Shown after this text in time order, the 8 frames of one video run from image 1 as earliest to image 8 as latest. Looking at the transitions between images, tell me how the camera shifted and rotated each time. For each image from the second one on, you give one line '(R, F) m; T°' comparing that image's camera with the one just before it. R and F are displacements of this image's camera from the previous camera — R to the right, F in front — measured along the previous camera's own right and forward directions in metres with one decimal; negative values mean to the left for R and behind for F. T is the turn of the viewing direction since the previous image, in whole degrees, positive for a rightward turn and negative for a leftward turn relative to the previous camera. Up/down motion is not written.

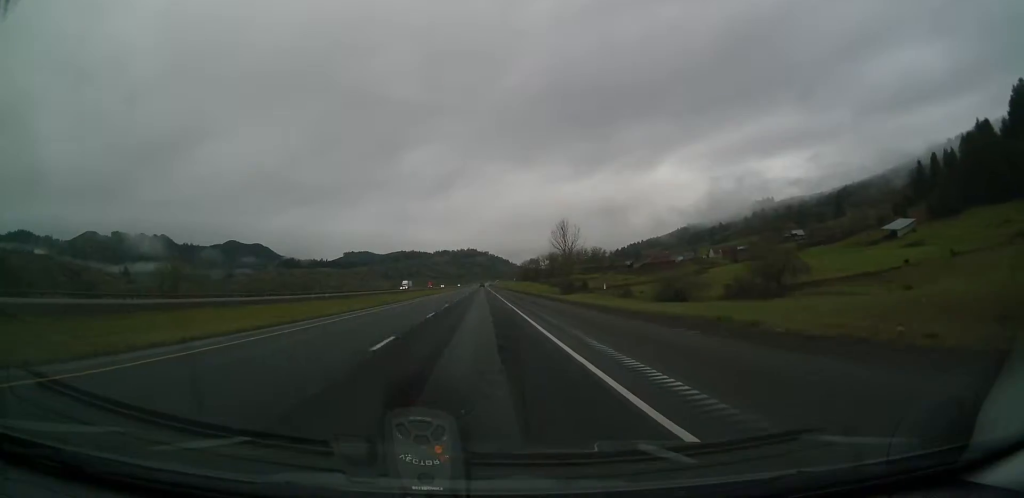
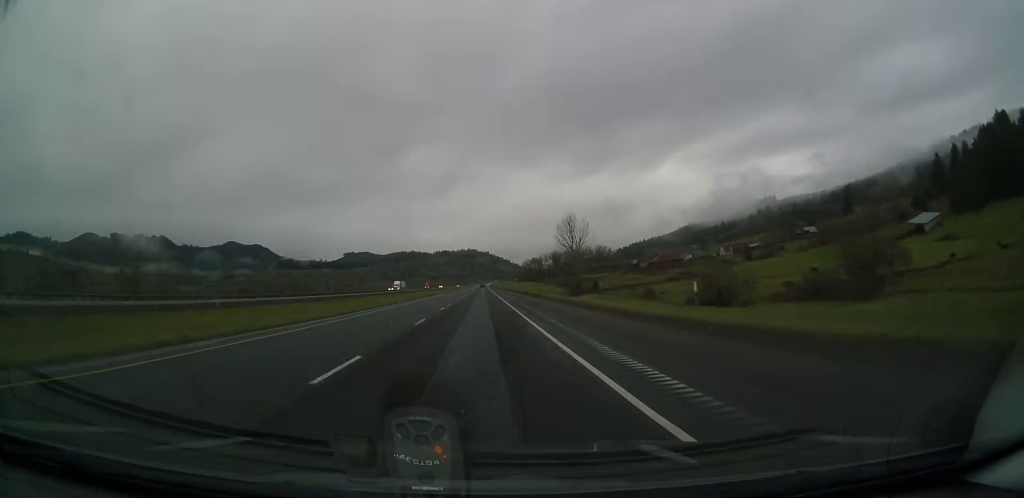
(0.0, +16.3) m; 0°
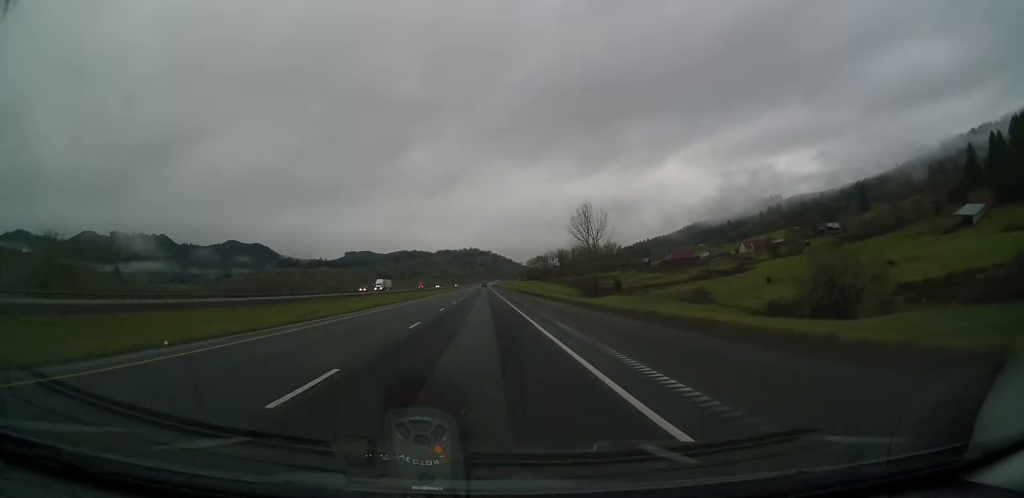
(0.0, +26.1) m; 0°
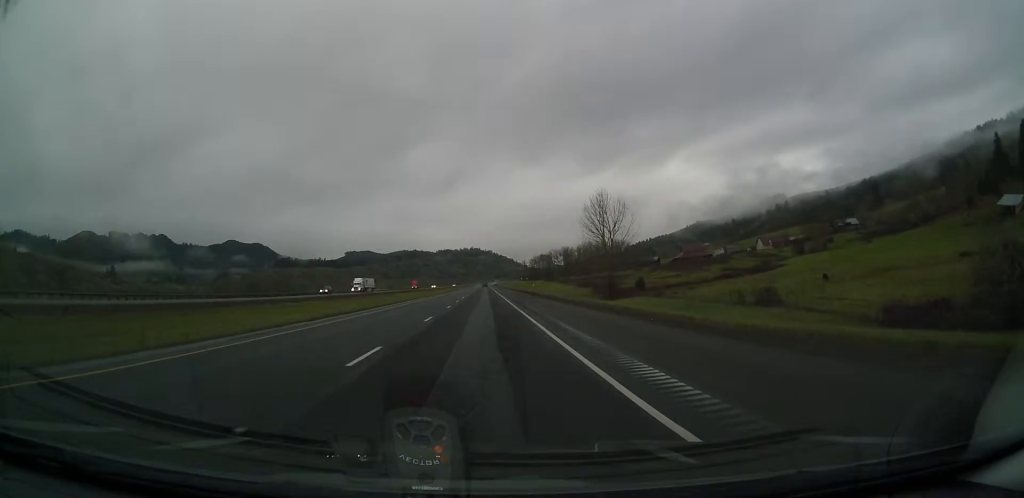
(-0.2, +20.6) m; 0°
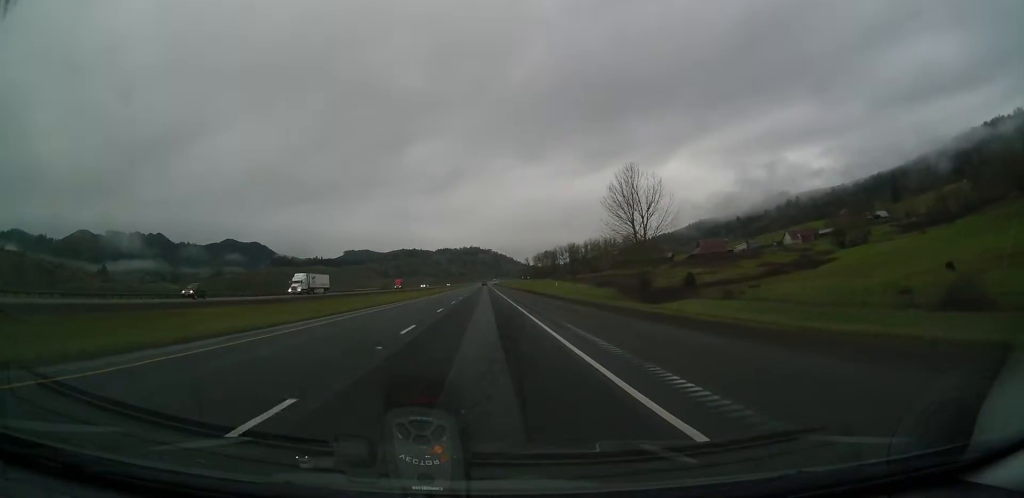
(-0.1, +30.4) m; 0°
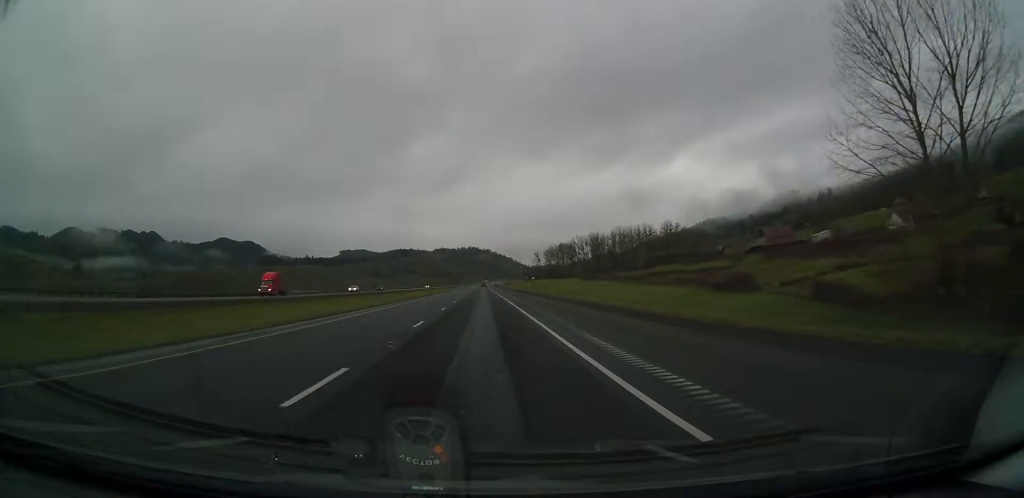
(0.0, +82.6) m; 0°
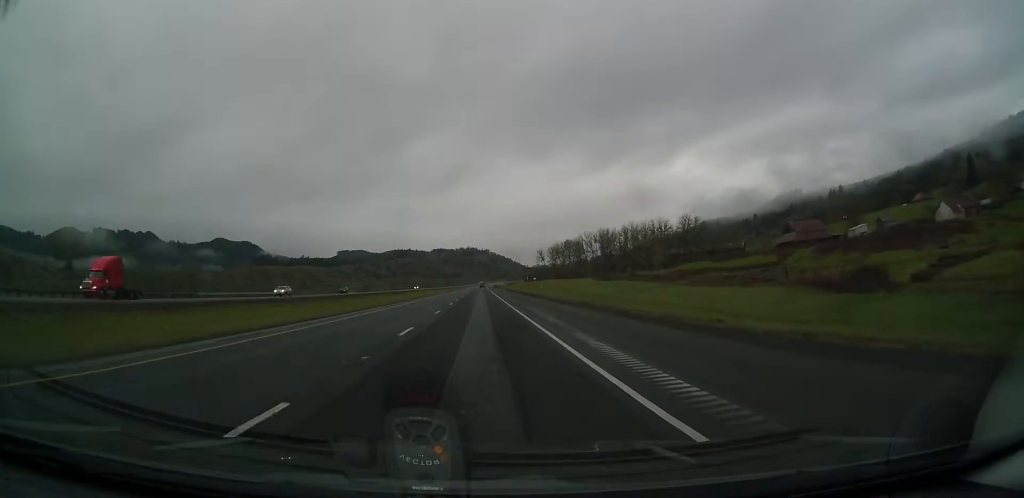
(0.0, +27.2) m; 0°
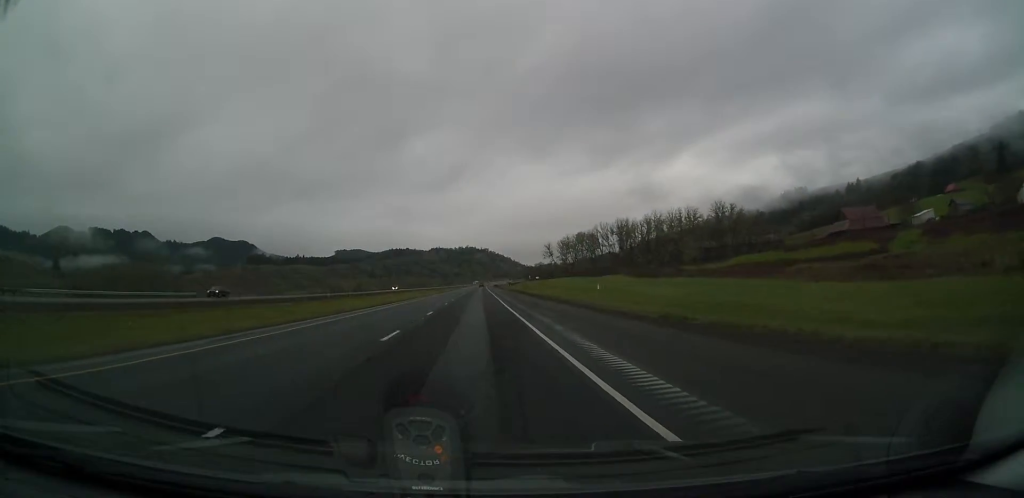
(+0.2, +38.1) m; 0°
